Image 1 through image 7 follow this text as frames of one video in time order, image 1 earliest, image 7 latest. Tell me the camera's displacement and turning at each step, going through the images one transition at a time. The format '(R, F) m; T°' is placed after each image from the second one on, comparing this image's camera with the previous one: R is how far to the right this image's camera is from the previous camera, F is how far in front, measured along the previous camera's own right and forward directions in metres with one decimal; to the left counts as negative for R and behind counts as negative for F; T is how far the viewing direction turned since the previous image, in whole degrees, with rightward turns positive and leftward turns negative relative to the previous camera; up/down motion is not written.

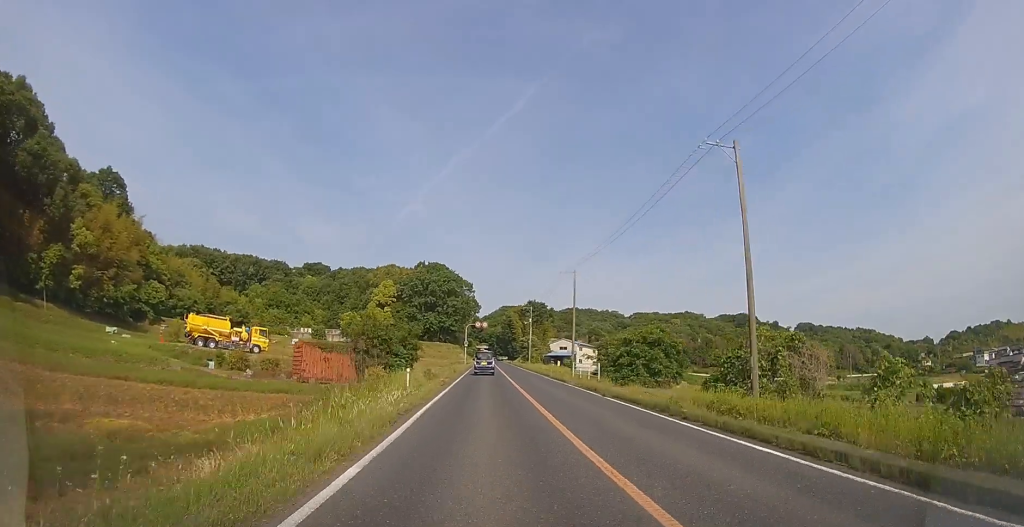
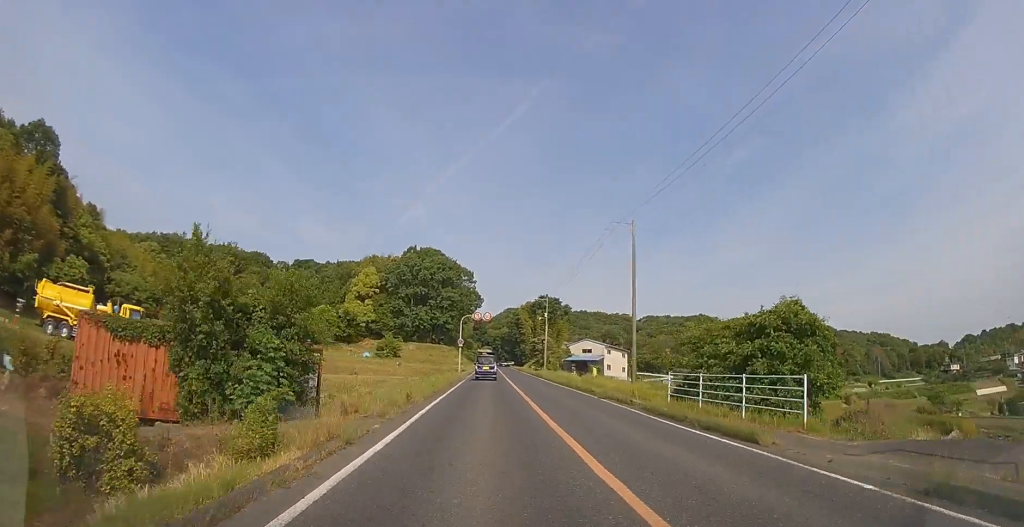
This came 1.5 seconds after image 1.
(+0.1, +21.0) m; 0°
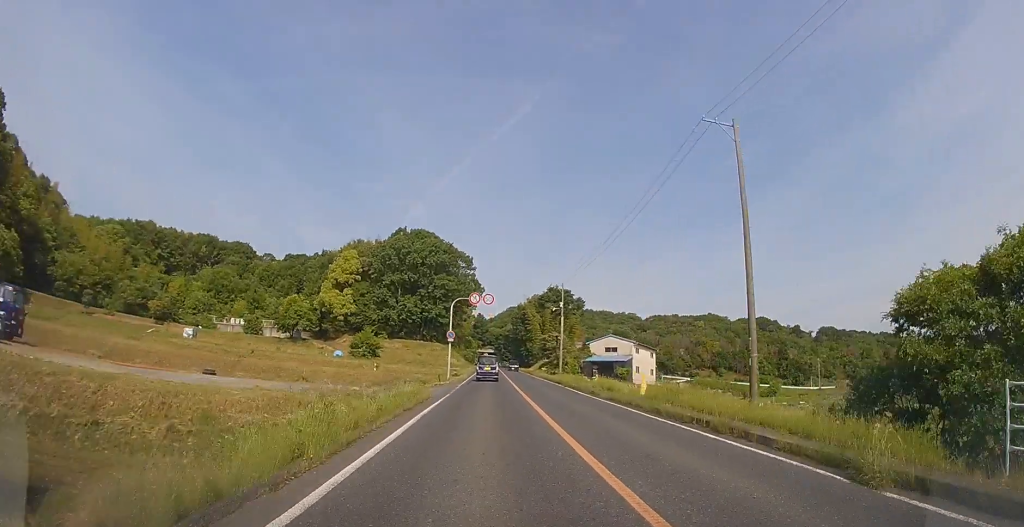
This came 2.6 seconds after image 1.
(0.0, +14.7) m; 0°
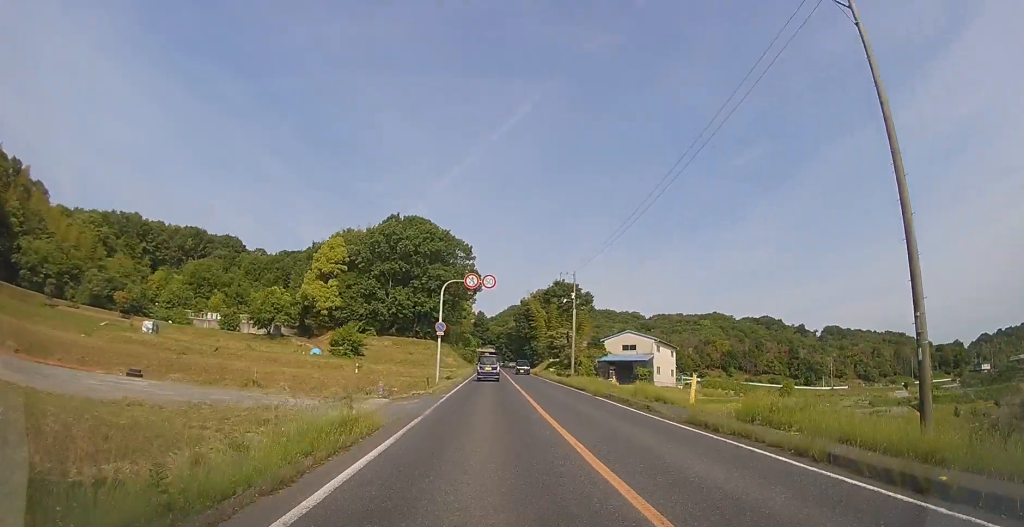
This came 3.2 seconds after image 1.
(0.0, +8.1) m; 0°
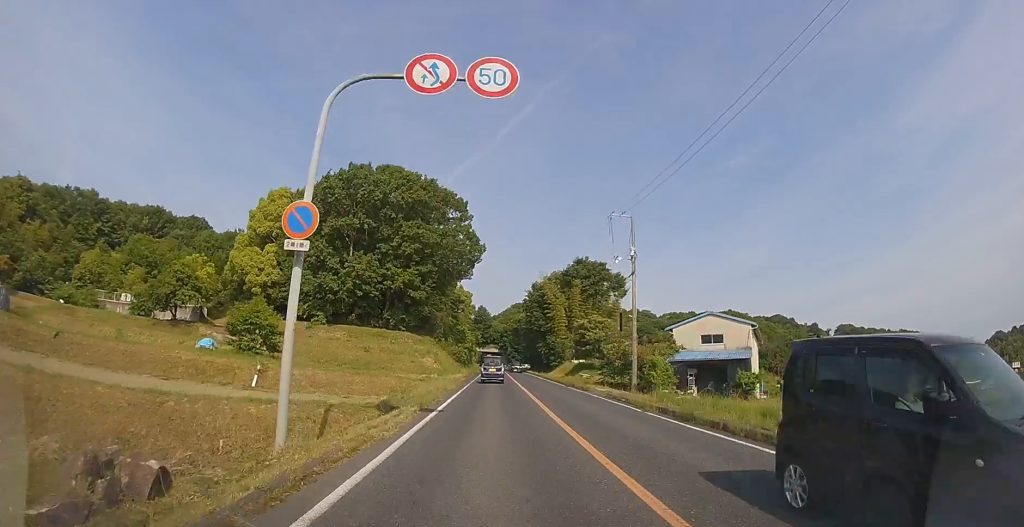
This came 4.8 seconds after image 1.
(0.0, +21.5) m; 0°
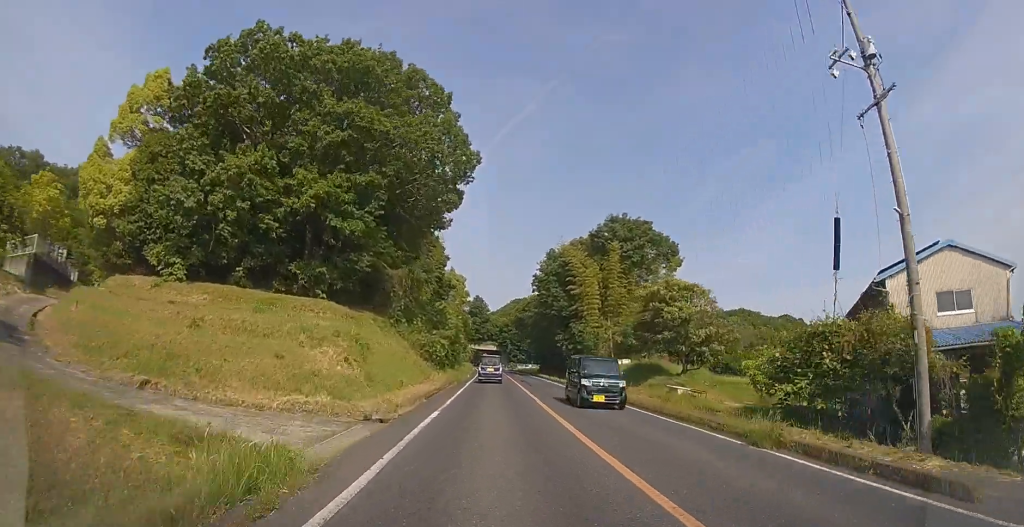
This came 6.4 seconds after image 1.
(0.0, +21.9) m; 0°
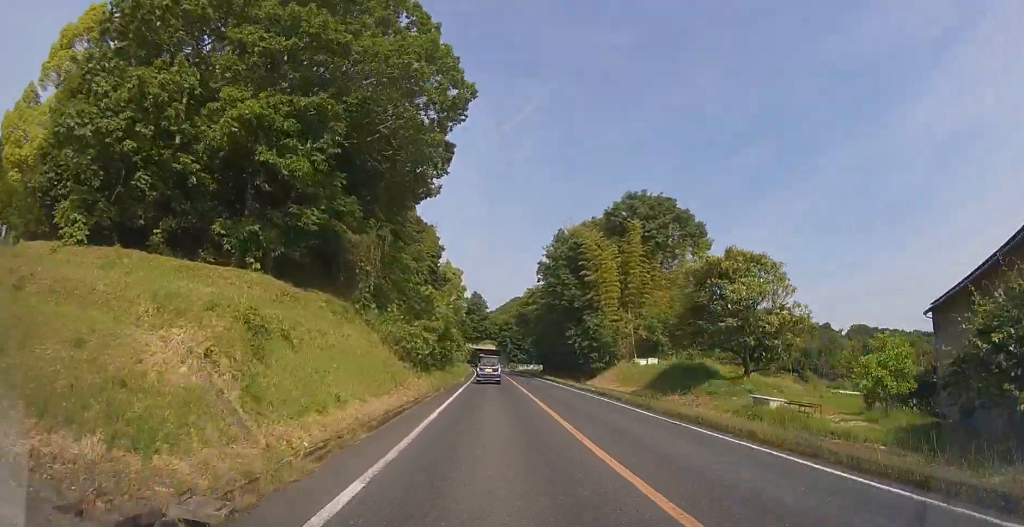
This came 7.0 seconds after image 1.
(0.0, +7.5) m; 0°
